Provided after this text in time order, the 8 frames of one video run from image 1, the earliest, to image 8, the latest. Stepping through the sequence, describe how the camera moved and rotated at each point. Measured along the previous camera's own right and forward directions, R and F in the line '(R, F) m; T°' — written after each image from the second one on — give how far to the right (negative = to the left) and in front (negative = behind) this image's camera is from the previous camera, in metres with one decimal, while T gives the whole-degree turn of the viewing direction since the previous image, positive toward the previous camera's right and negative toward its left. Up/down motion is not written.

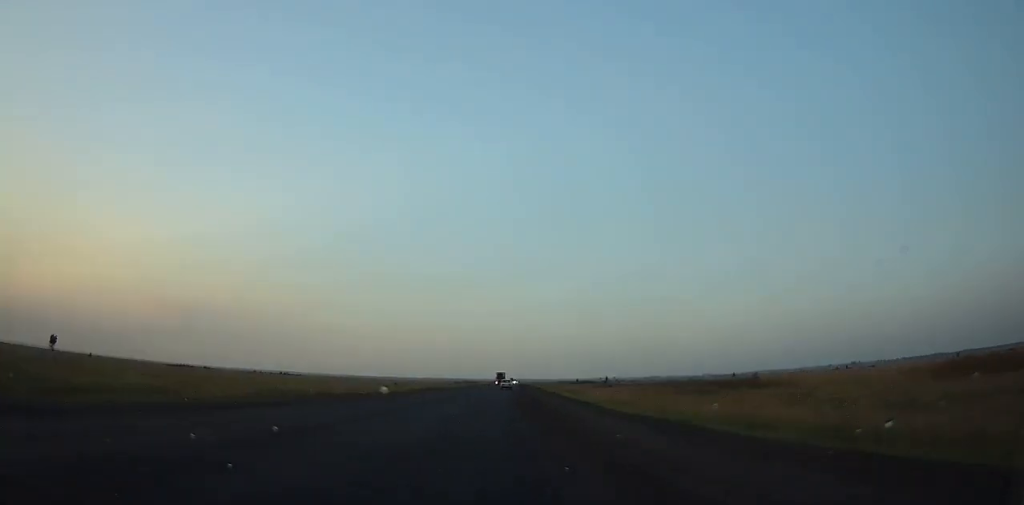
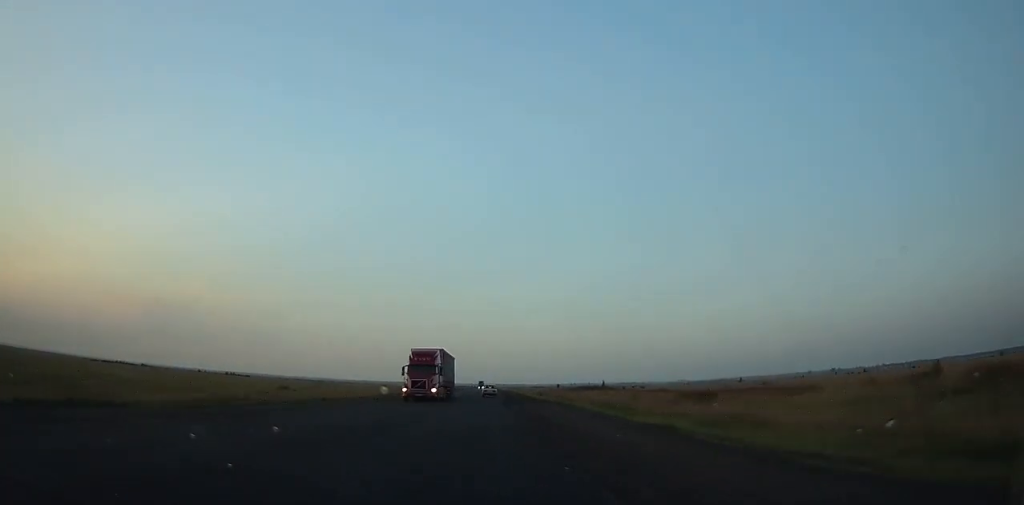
(-0.6, +74.1) m; 0°
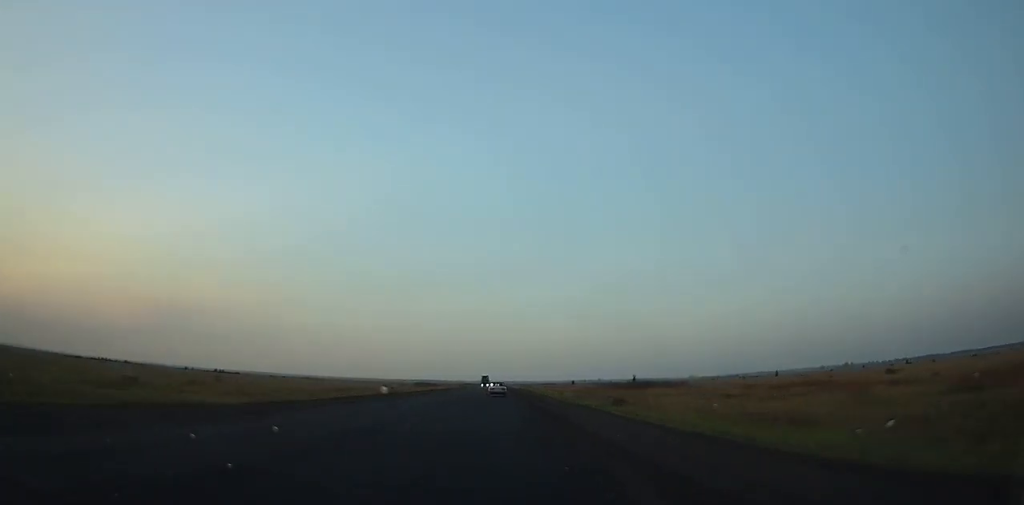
(+0.5, +46.6) m; 0°
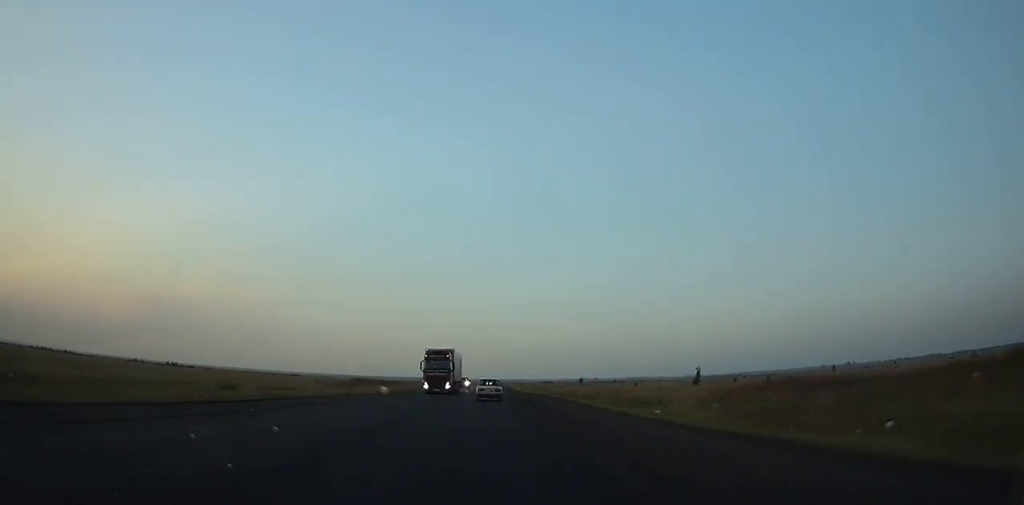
(+0.1, +78.5) m; 0°
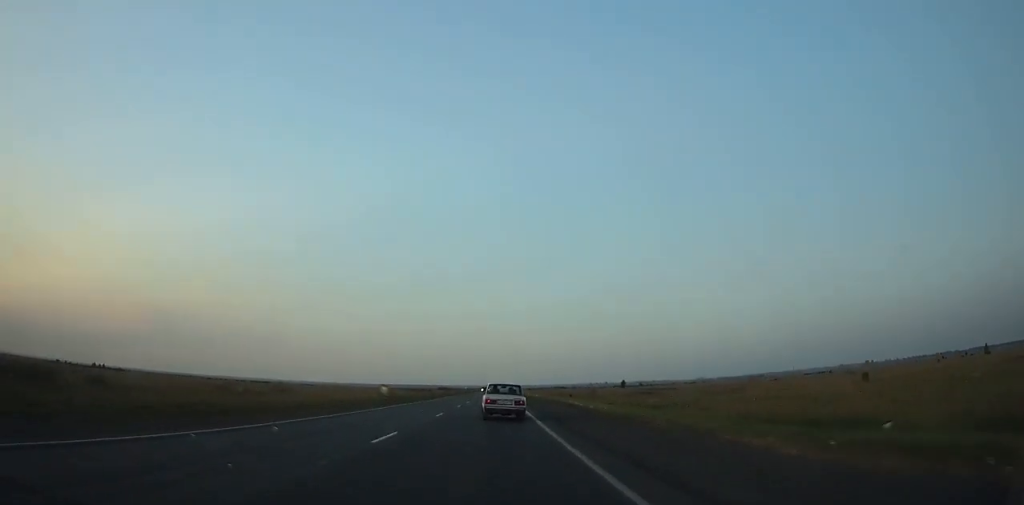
(+0.1, +115.6) m; 0°
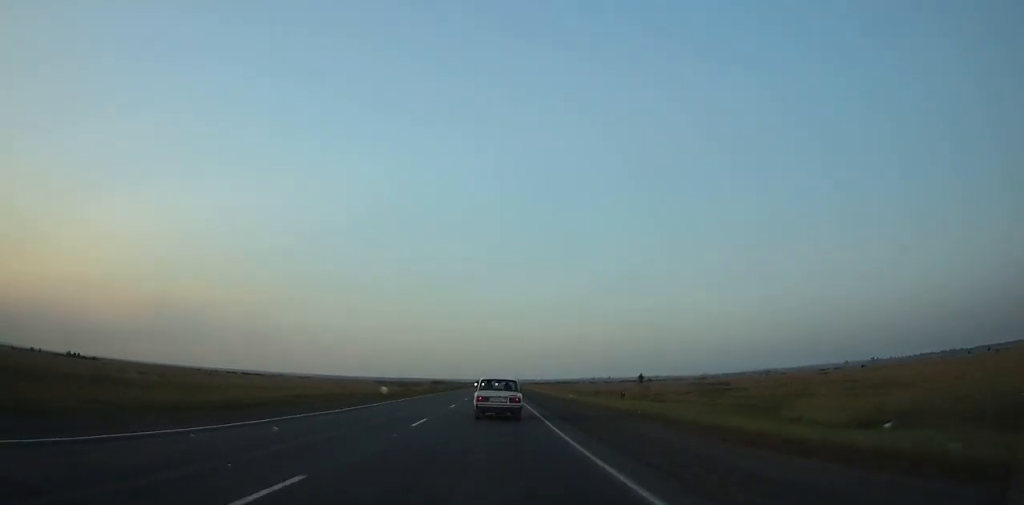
(0.0, +32.8) m; 0°
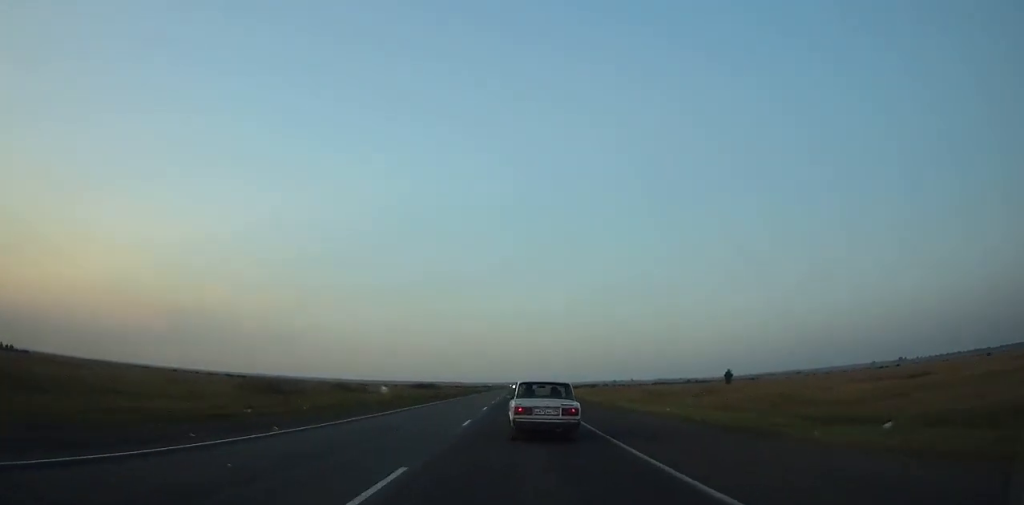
(-0.5, +83.9) m; -1°
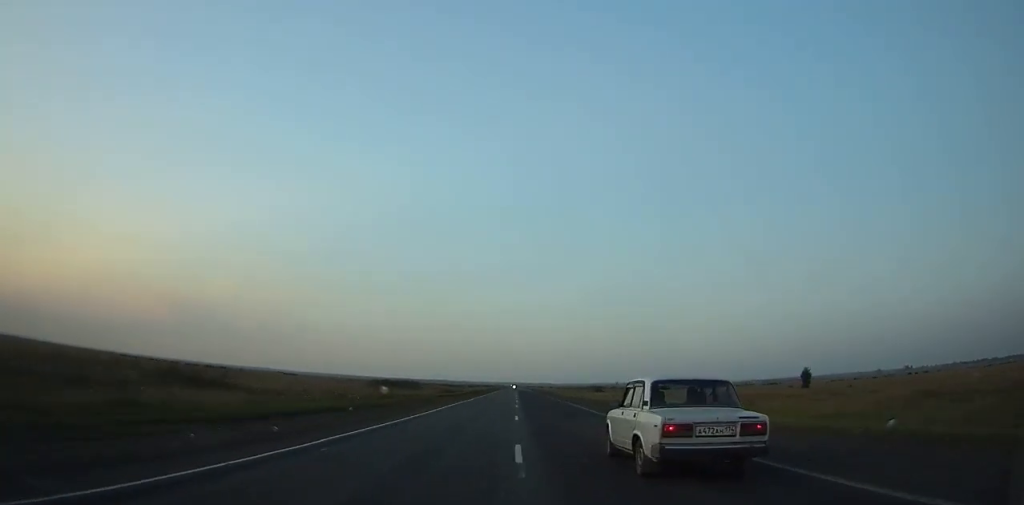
(-0.2, +43.2) m; 0°
